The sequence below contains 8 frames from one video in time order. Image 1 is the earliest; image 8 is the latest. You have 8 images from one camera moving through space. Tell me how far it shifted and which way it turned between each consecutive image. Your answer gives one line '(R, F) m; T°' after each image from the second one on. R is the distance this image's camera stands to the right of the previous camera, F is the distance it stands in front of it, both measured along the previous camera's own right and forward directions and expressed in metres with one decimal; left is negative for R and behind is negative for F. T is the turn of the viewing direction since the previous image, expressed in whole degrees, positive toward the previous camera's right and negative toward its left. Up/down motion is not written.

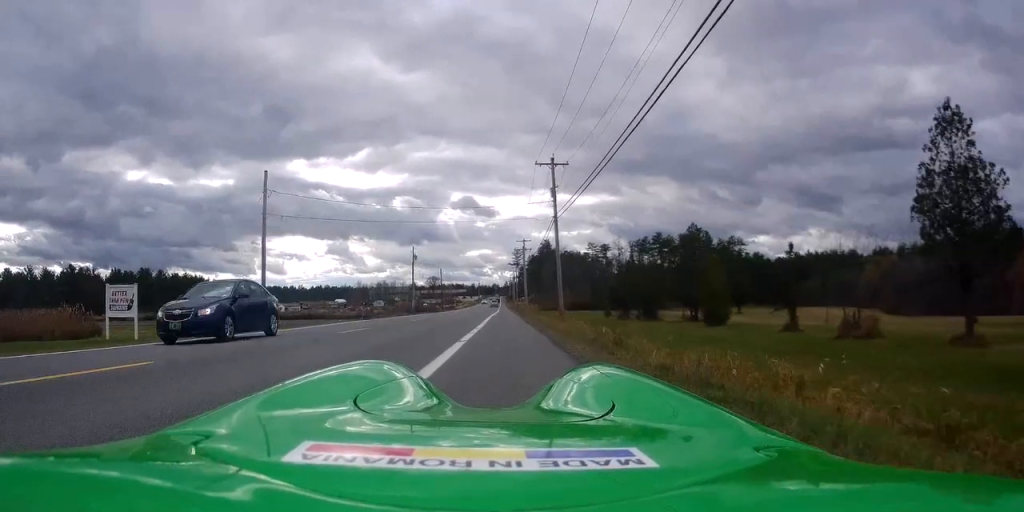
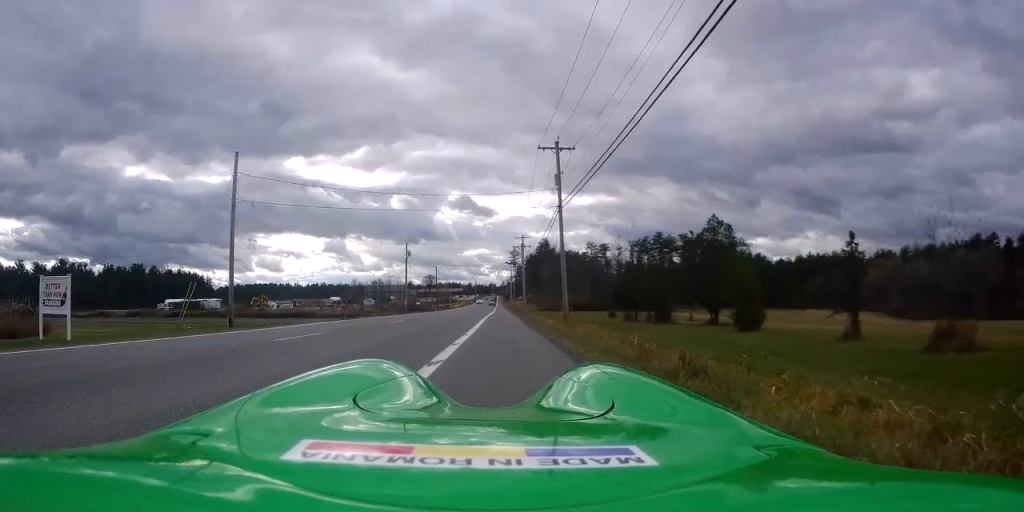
(+0.1, +4.2) m; 0°
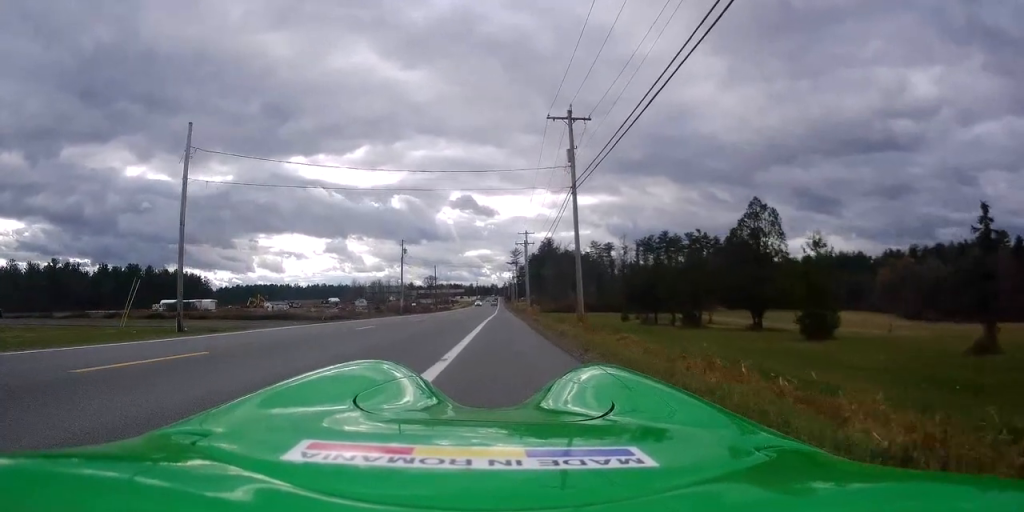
(+0.2, +6.2) m; 0°
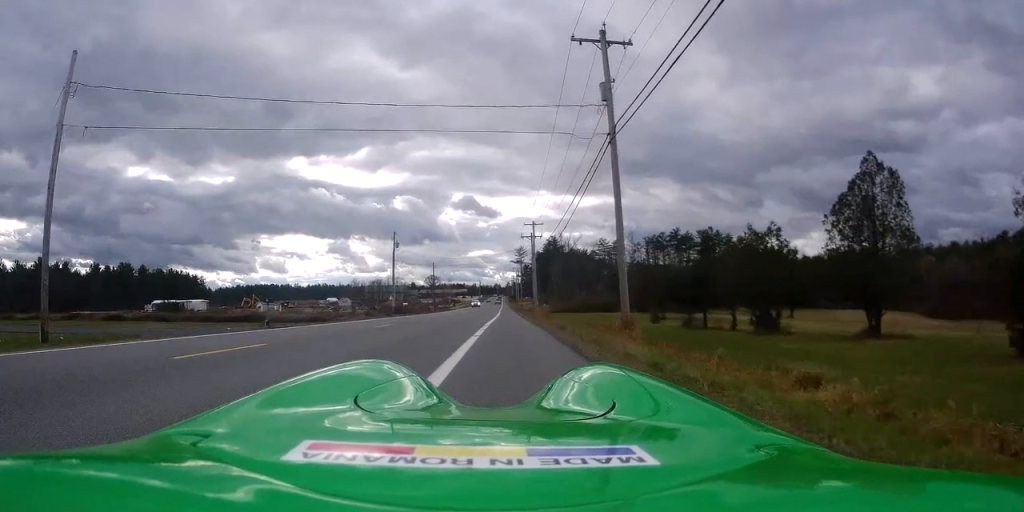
(-0.1, +9.8) m; +2°
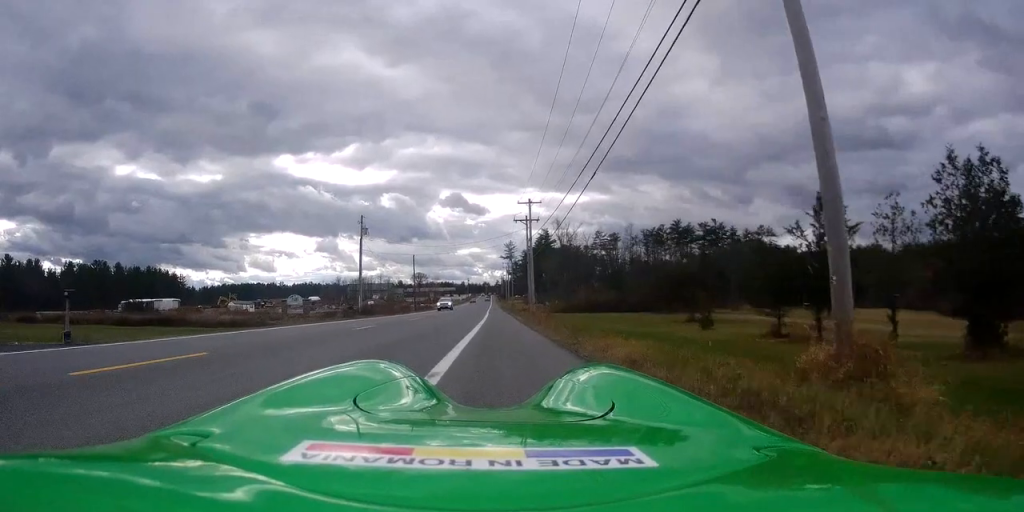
(+0.7, +13.9) m; +2°
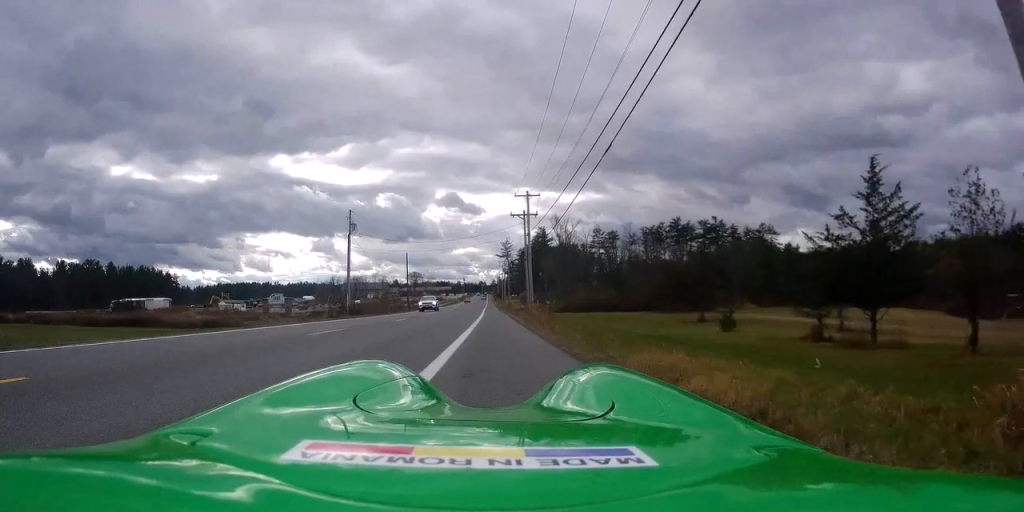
(-0.1, +3.7) m; -2°
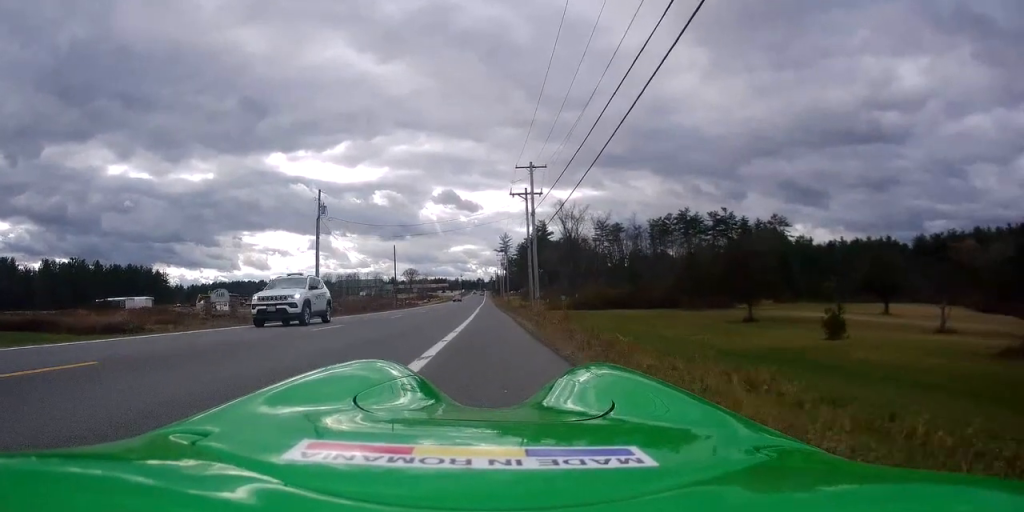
(-0.5, +10.5) m; 0°
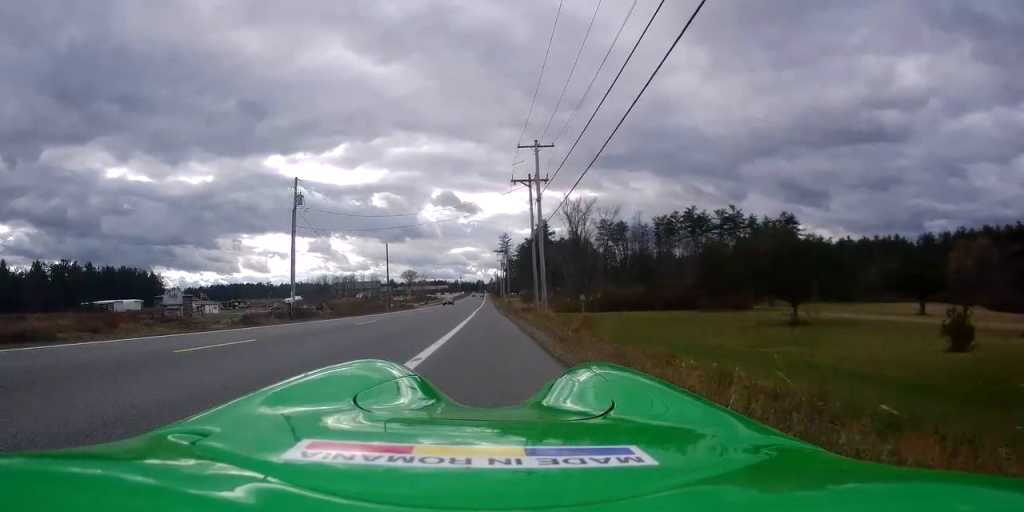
(+0.4, +6.5) m; 0°
